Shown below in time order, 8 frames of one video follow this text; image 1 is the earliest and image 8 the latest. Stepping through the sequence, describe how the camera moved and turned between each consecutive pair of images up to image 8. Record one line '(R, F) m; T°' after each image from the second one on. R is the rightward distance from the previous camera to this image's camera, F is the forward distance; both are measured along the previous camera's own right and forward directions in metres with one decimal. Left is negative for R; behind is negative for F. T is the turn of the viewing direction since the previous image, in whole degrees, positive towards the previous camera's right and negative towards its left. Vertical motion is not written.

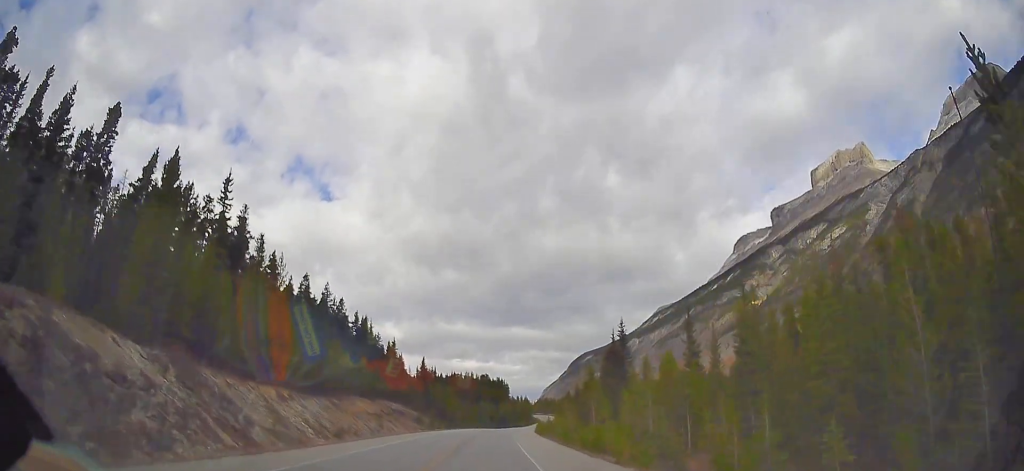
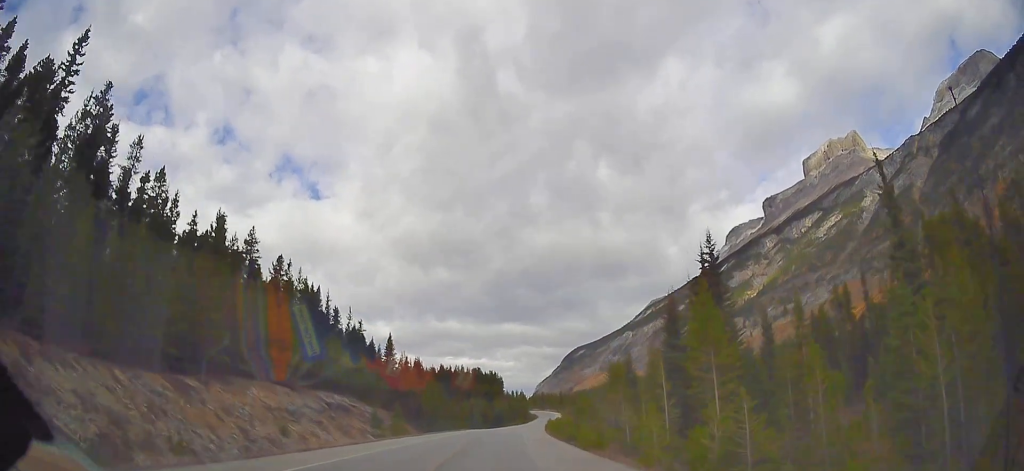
(+0.4, +31.3) m; +1°
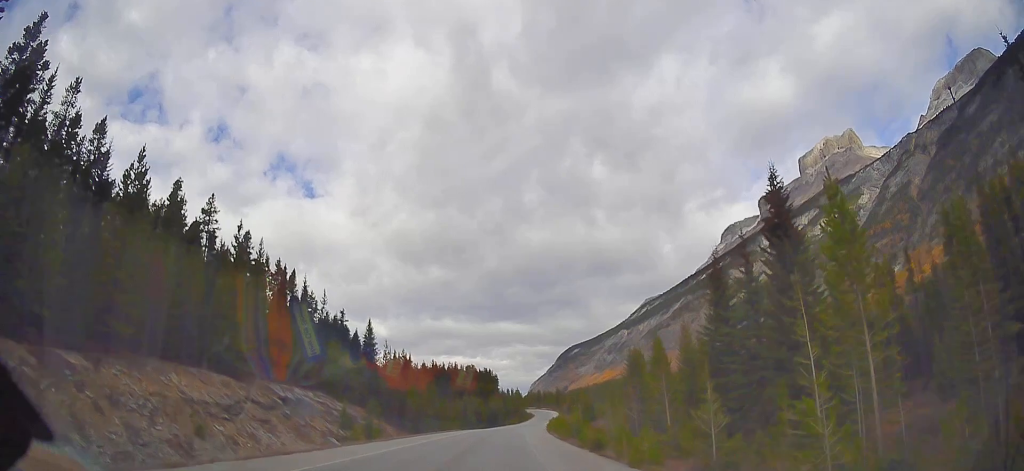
(0.0, +11.0) m; +1°
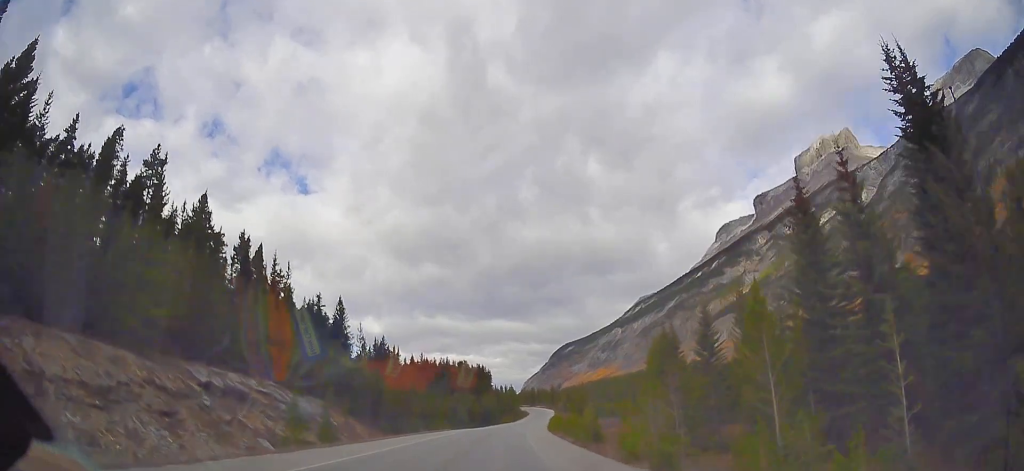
(0.0, +12.7) m; +1°
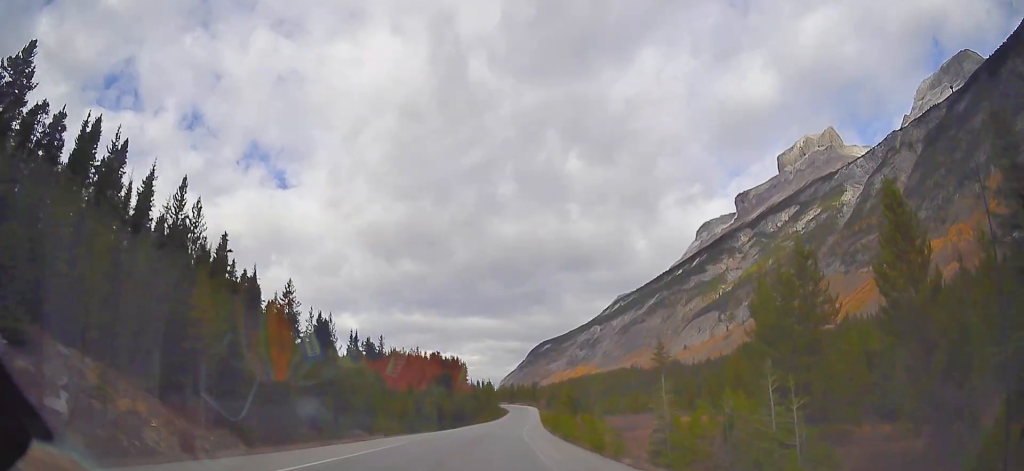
(+0.6, +31.8) m; +1°
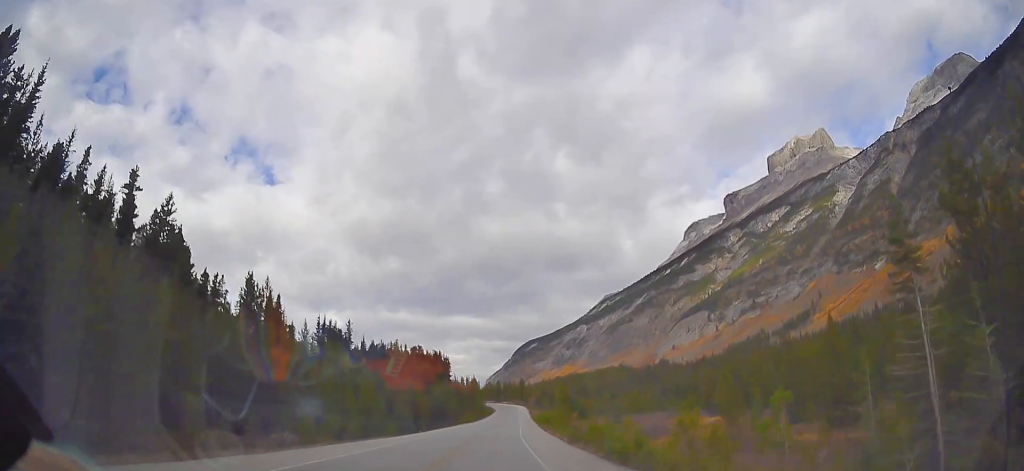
(-0.1, +19.1) m; +1°
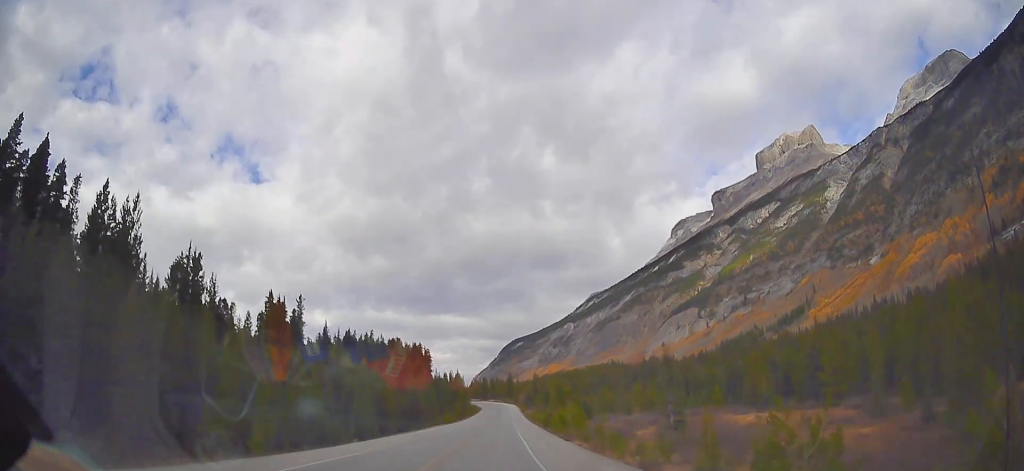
(+0.6, +25.3) m; +2°
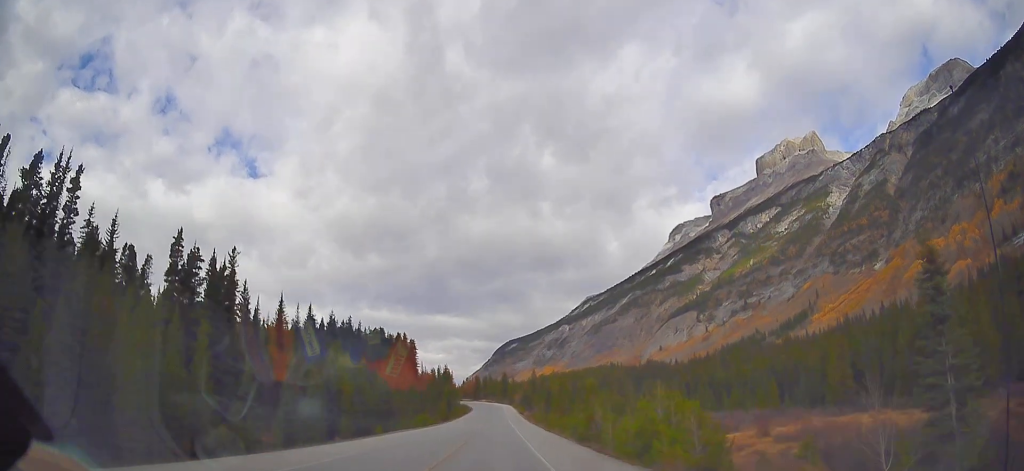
(+0.2, +26.5) m; +1°
